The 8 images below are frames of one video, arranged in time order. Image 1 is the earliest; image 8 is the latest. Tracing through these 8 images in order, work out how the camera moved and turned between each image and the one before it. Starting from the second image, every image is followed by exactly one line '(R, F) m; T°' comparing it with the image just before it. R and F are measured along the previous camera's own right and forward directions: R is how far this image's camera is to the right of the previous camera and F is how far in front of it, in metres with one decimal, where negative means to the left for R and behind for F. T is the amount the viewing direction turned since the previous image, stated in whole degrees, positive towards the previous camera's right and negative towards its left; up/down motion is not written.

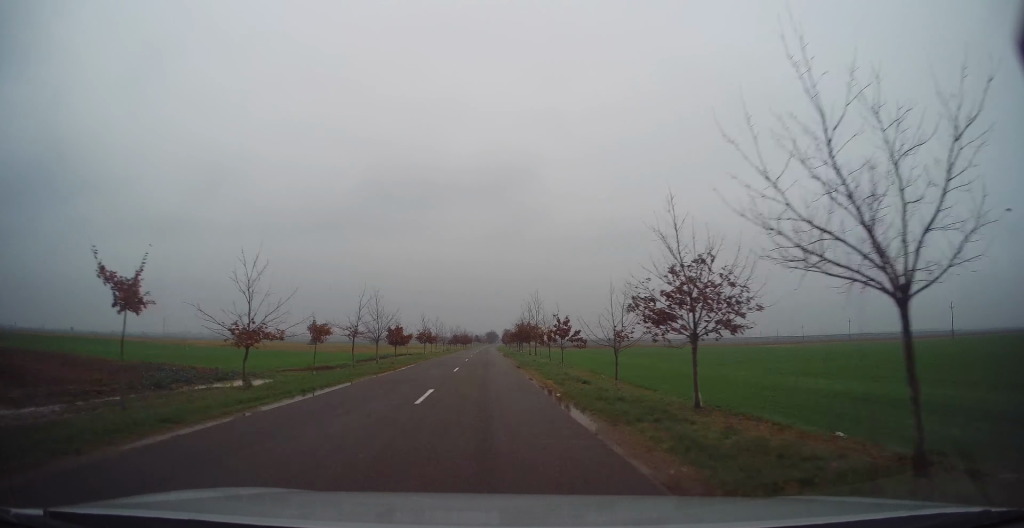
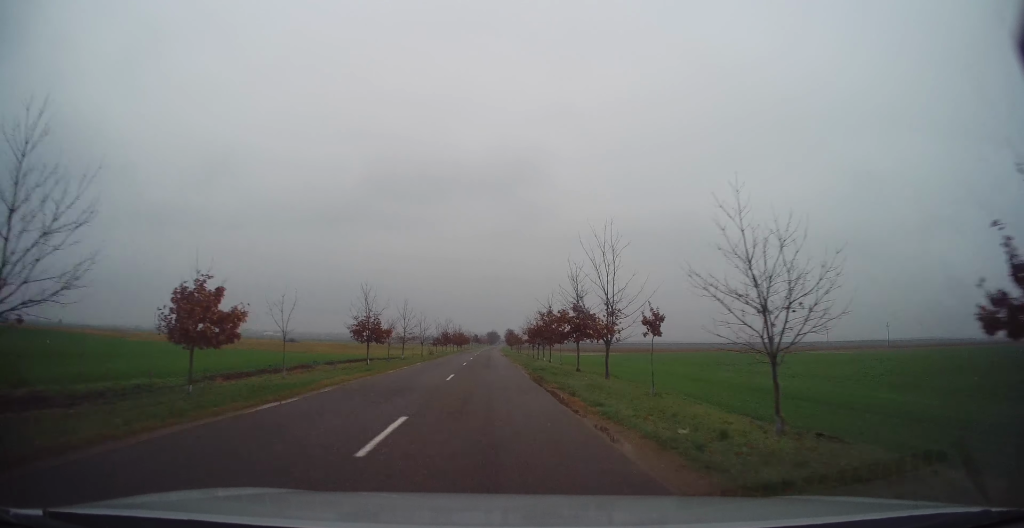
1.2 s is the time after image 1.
(0.0, +28.4) m; +1°
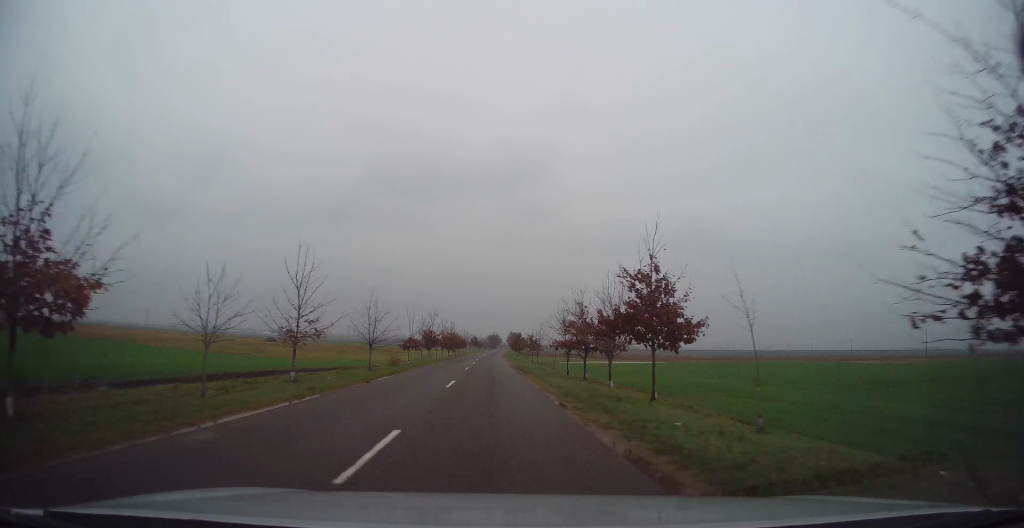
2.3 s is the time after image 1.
(+0.3, +24.8) m; 0°
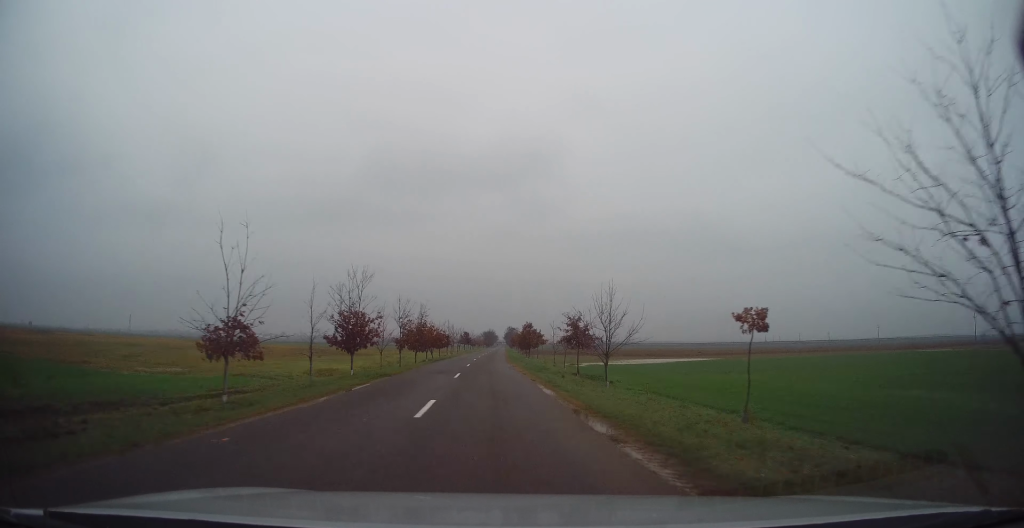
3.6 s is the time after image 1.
(-0.3, +30.1) m; -1°
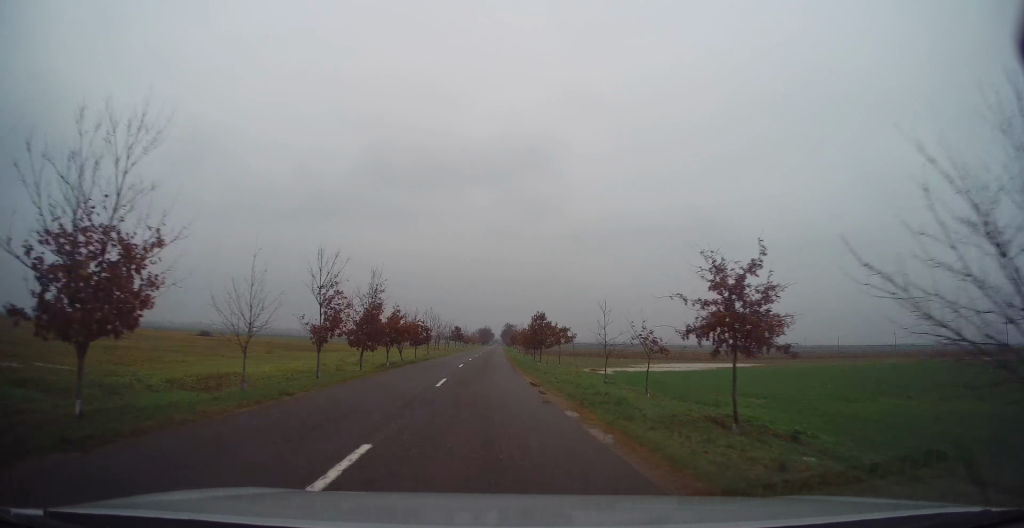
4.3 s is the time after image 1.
(0.0, +17.6) m; +1°
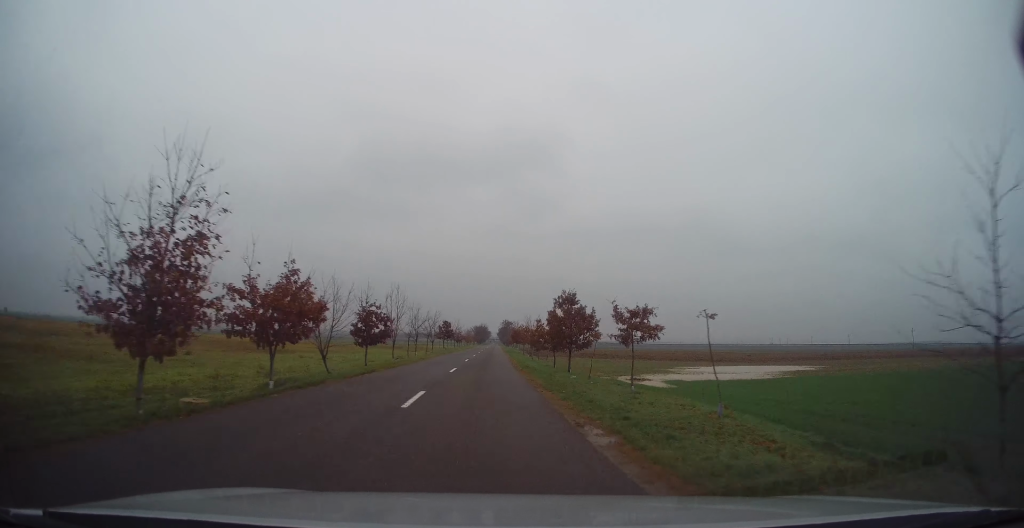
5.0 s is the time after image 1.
(+0.2, +17.2) m; +1°
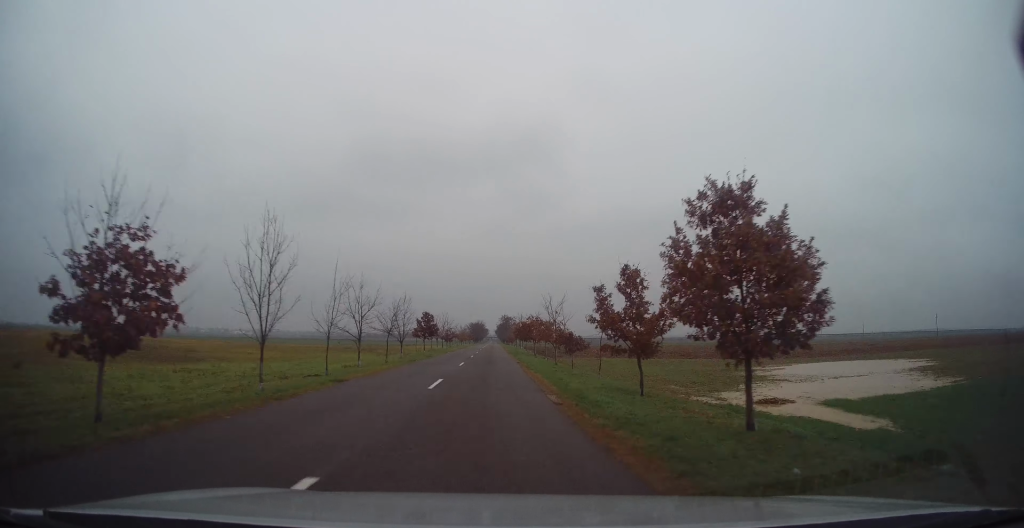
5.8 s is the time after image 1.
(+0.1, +18.8) m; 0°
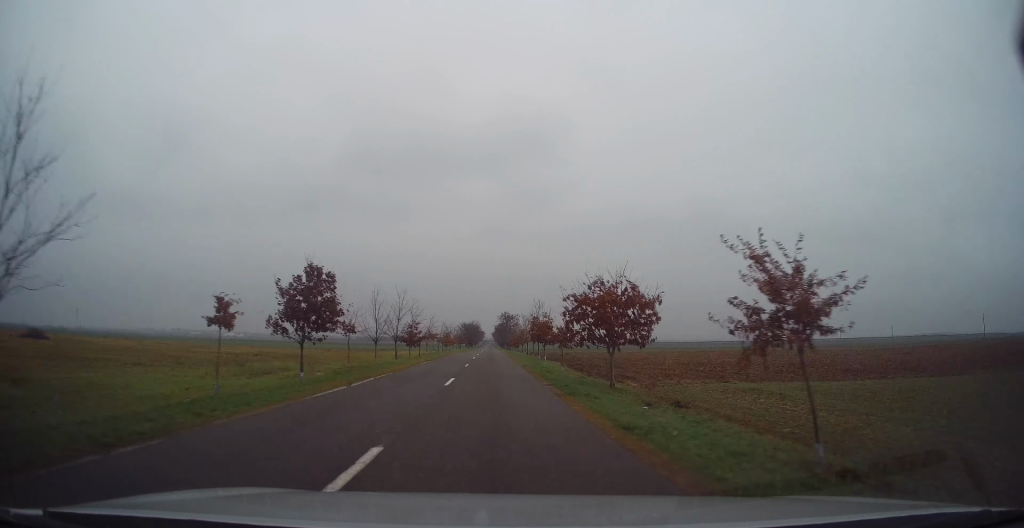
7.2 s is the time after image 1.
(0.0, +33.5) m; +1°
